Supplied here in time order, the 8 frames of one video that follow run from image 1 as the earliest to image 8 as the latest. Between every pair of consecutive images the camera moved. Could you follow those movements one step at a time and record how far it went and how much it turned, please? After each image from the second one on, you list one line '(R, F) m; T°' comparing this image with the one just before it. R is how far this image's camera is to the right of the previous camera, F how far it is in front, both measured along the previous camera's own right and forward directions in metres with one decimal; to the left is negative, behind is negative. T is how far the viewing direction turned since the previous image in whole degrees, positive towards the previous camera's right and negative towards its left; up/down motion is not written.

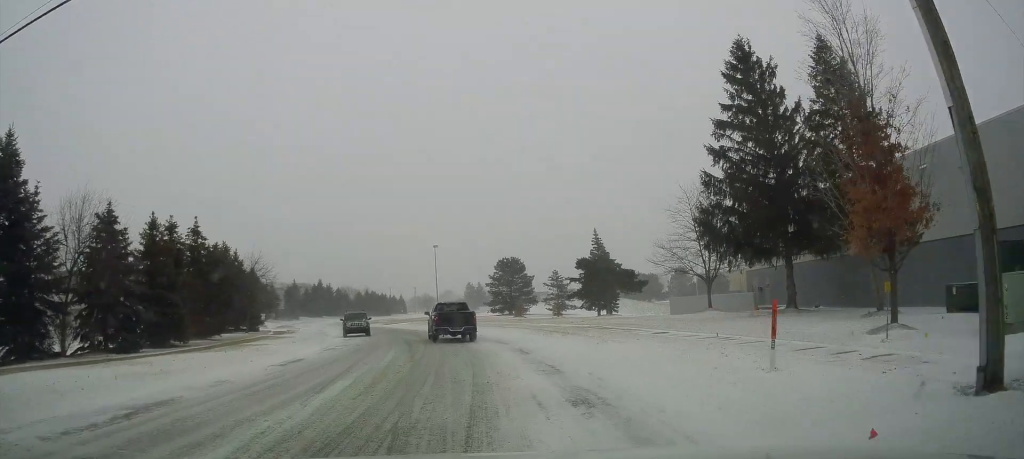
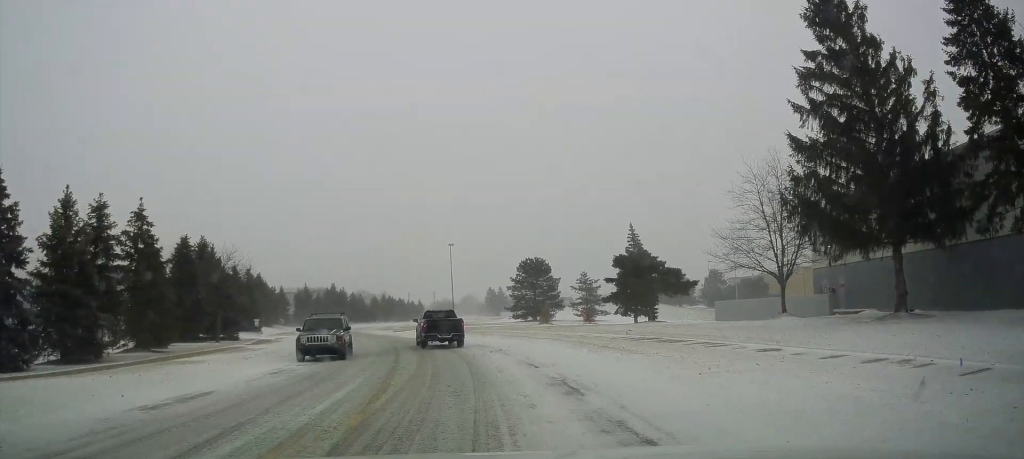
(-0.4, +8.6) m; 0°
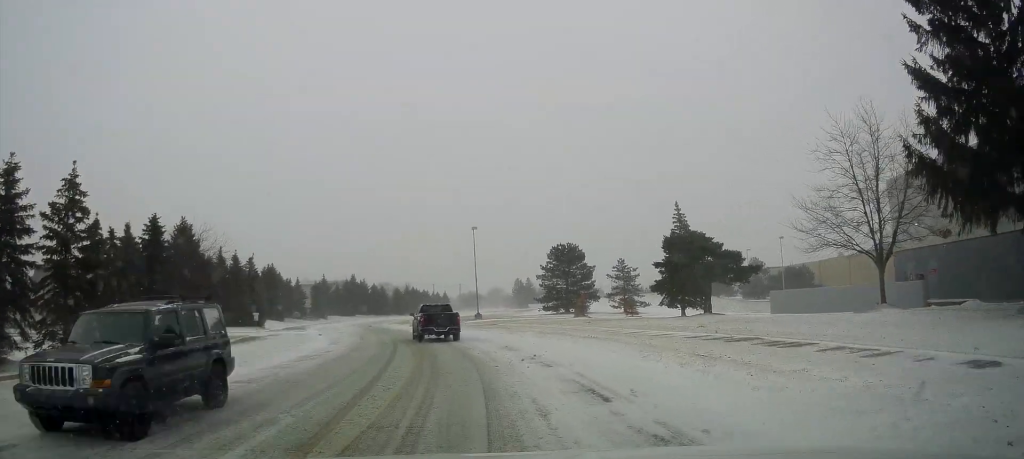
(+0.5, +7.3) m; -2°
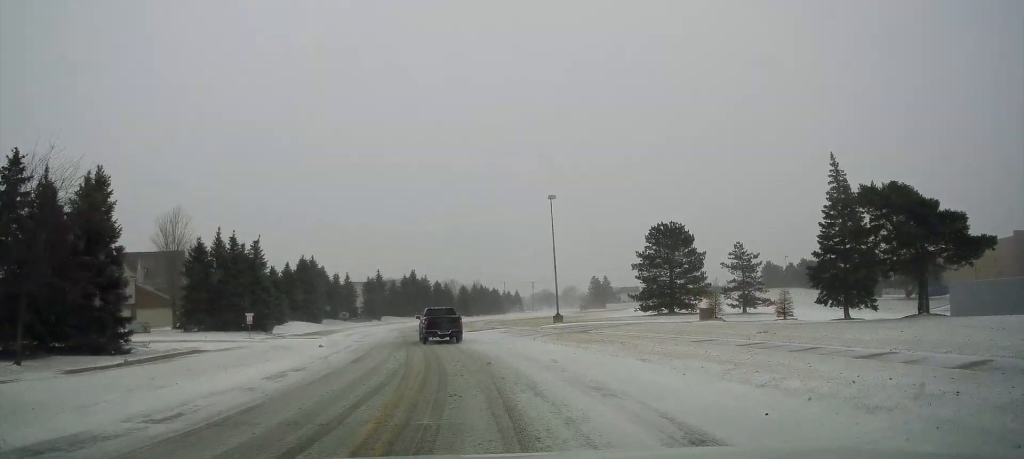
(-1.0, +17.4) m; -6°
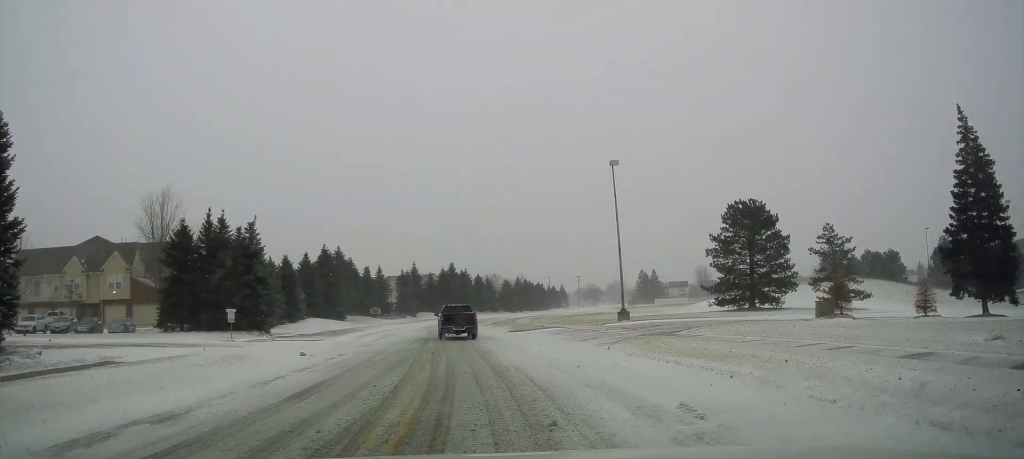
(-0.4, +9.8) m; -5°
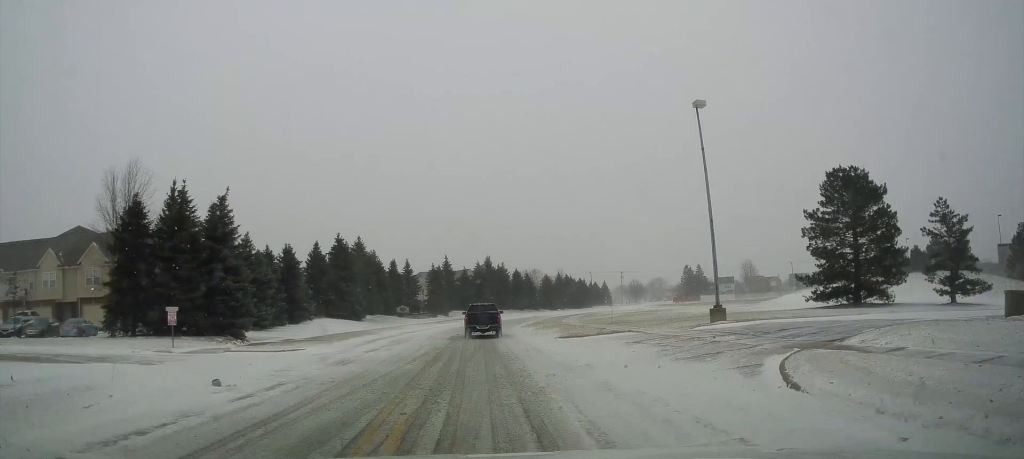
(-0.5, +10.2) m; -3°
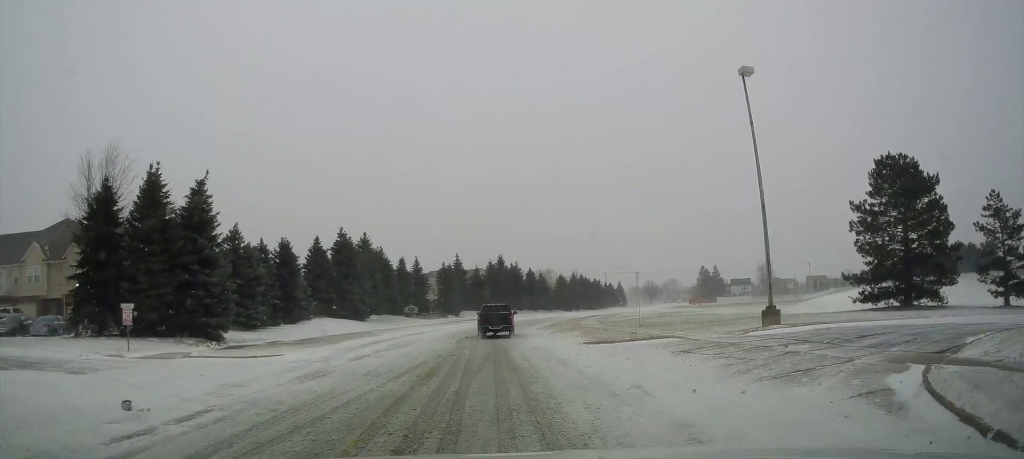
(0.0, +4.5) m; 0°
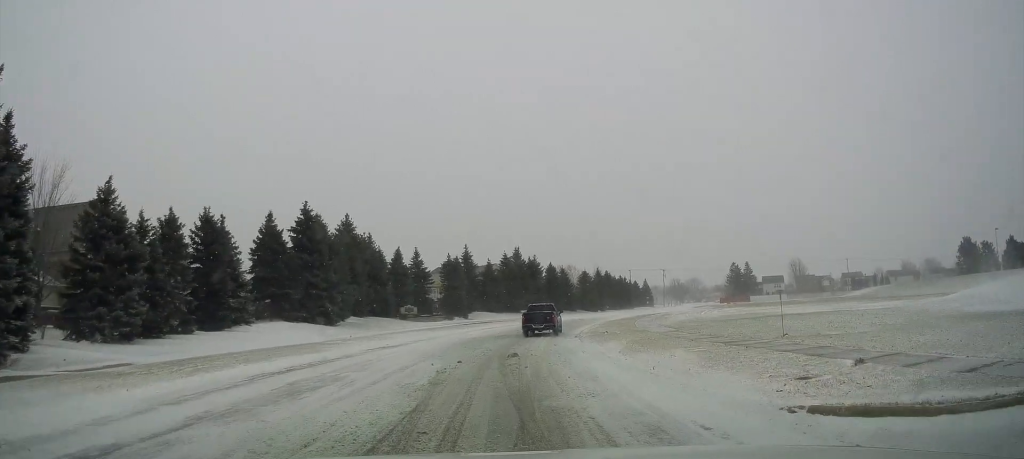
(+0.2, +16.7) m; +4°
